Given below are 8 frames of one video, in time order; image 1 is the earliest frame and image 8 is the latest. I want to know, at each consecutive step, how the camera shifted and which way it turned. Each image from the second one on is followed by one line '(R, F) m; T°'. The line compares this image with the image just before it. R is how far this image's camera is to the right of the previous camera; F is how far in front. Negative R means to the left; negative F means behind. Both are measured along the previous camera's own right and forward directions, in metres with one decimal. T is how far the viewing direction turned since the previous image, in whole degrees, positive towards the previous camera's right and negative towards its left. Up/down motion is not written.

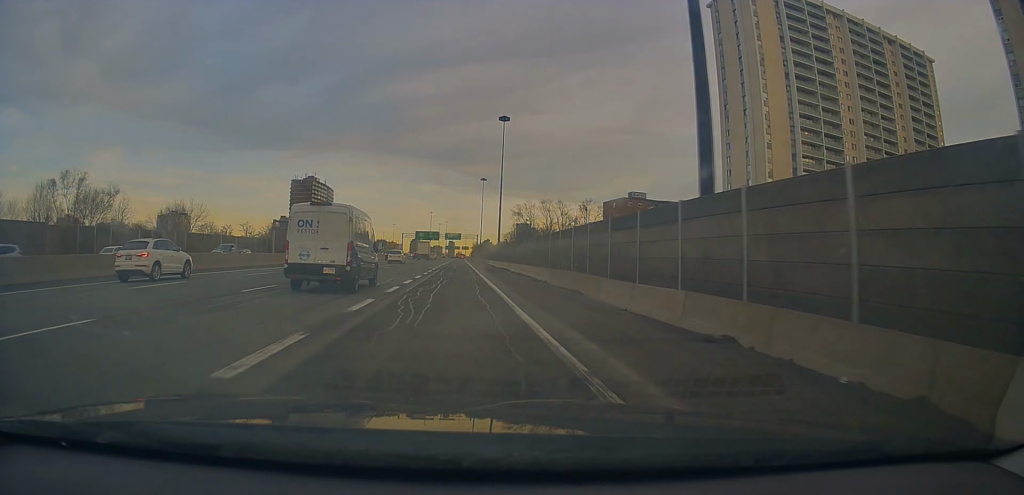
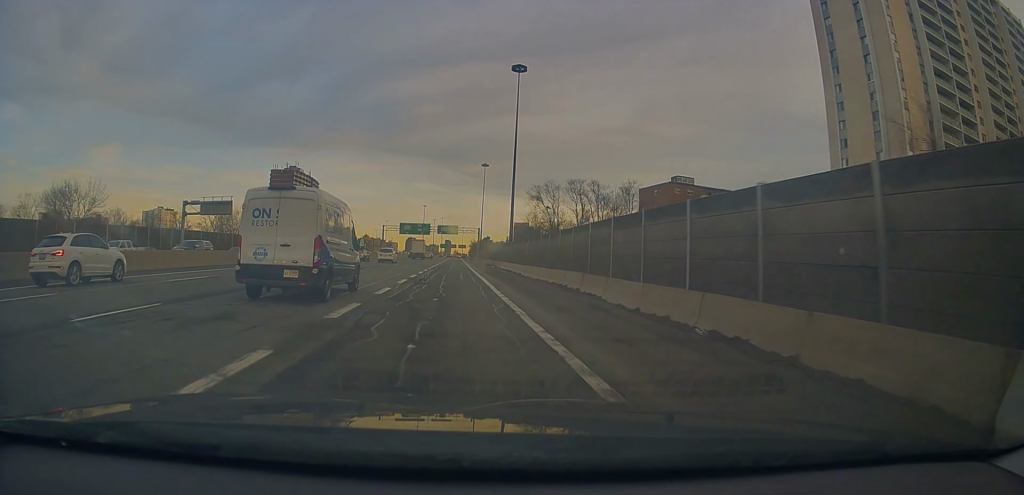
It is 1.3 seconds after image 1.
(+0.6, +37.1) m; 0°
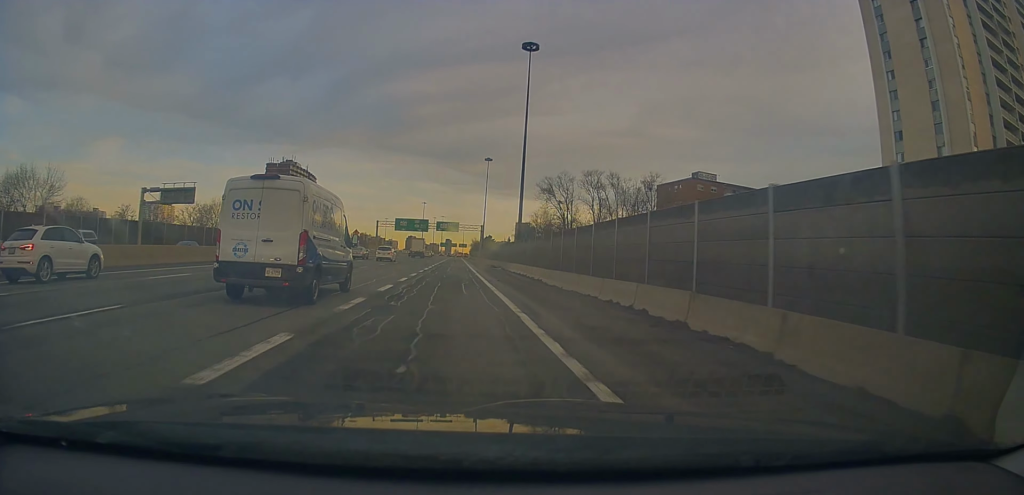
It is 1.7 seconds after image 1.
(0.0, +11.3) m; 0°
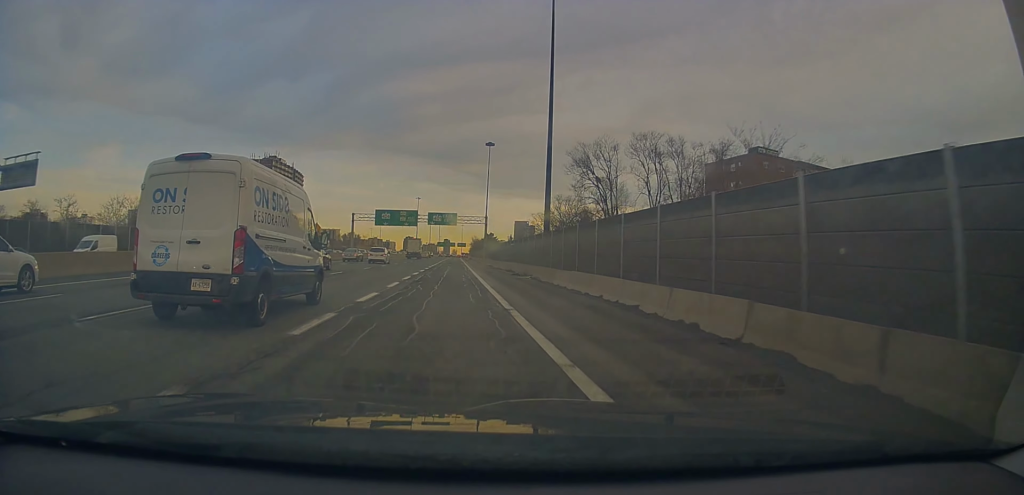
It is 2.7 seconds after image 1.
(-0.5, +26.7) m; 0°
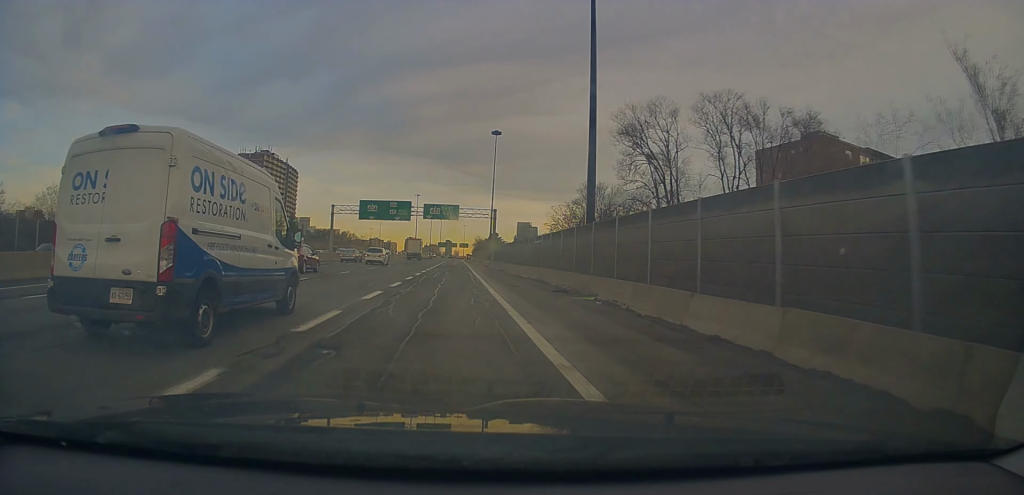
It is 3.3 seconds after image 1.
(+0.4, +17.4) m; 0°
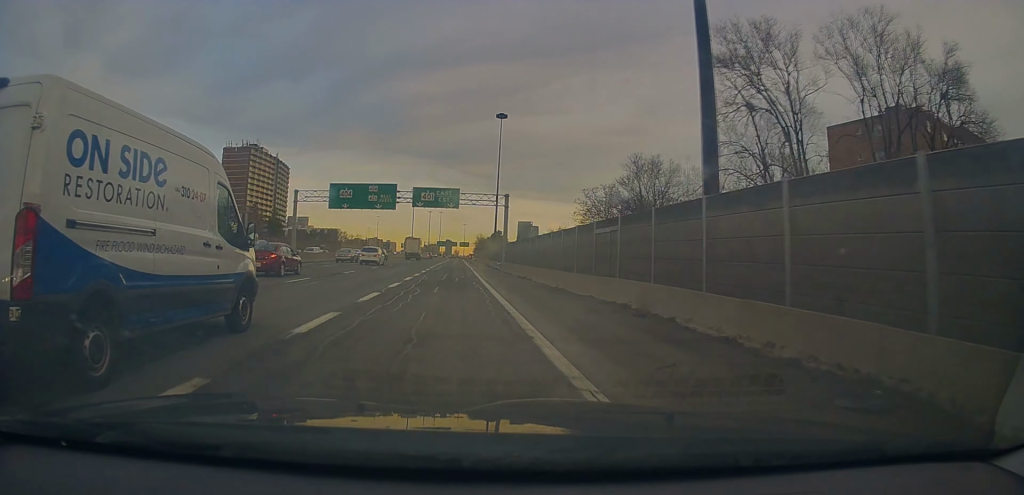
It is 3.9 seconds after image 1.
(0.0, +18.5) m; 0°
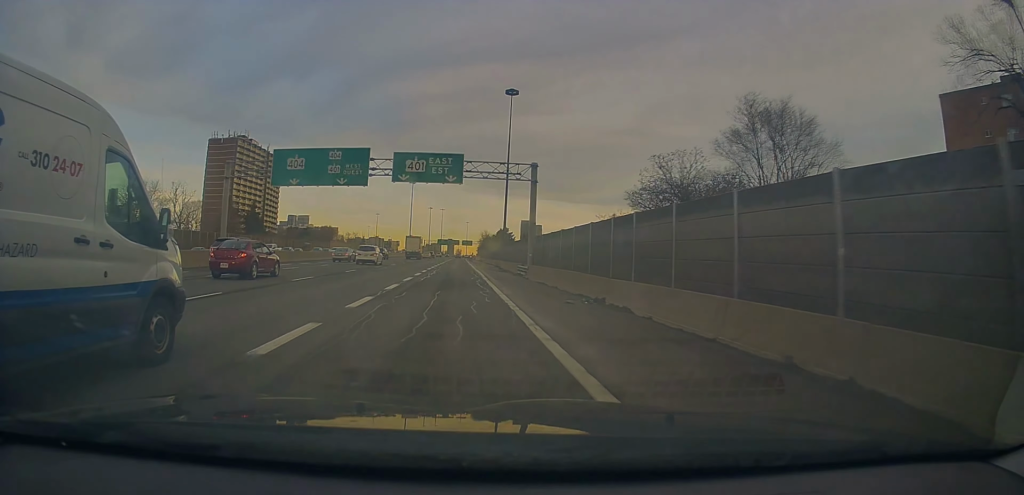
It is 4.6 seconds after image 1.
(-0.3, +19.7) m; -1°
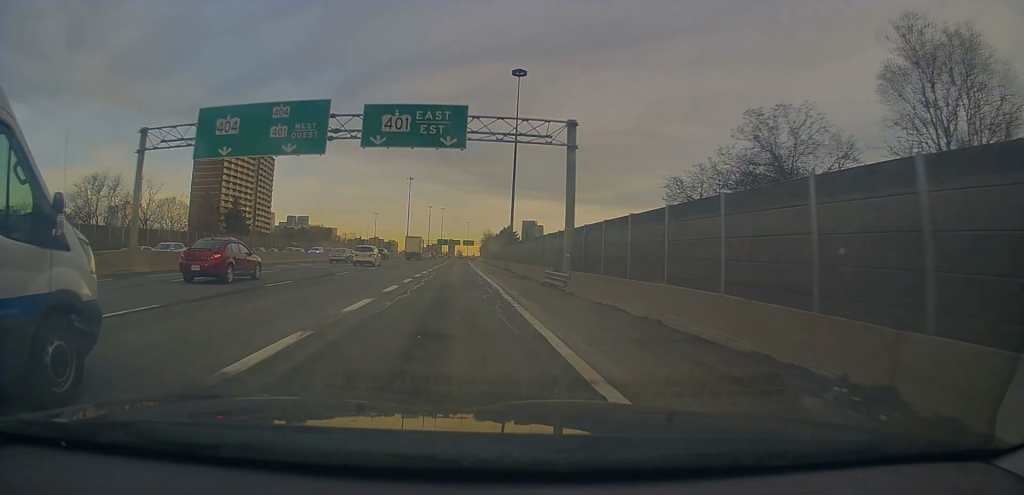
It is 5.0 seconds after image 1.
(0.0, +13.0) m; 0°
